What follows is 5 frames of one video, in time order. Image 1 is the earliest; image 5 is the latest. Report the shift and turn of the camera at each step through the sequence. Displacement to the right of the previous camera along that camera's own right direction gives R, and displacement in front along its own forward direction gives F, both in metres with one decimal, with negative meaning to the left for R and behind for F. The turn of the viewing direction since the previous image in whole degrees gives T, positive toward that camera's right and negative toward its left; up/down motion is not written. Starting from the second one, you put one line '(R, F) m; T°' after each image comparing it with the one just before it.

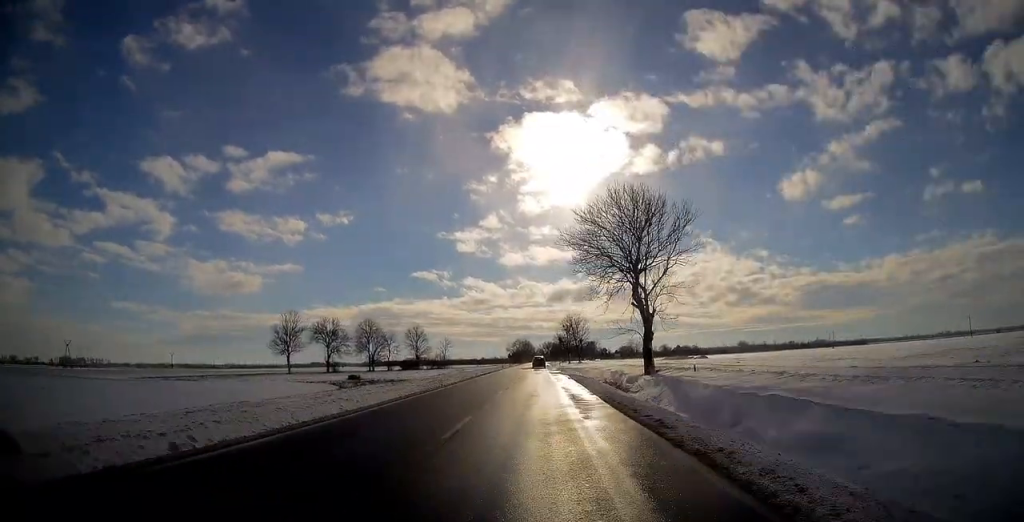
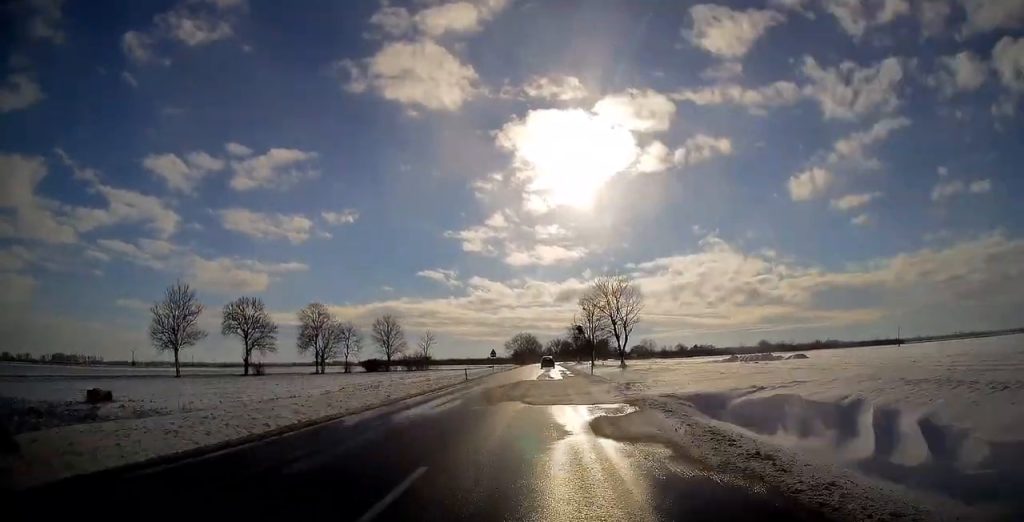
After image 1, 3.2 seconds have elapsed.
(-0.1, +53.8) m; 0°
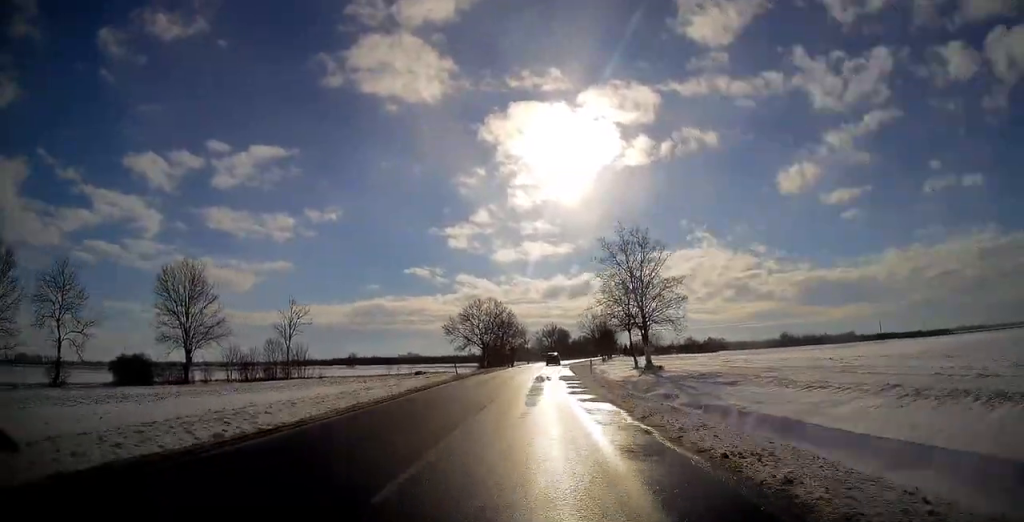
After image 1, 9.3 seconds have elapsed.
(+0.3, +105.3) m; +1°
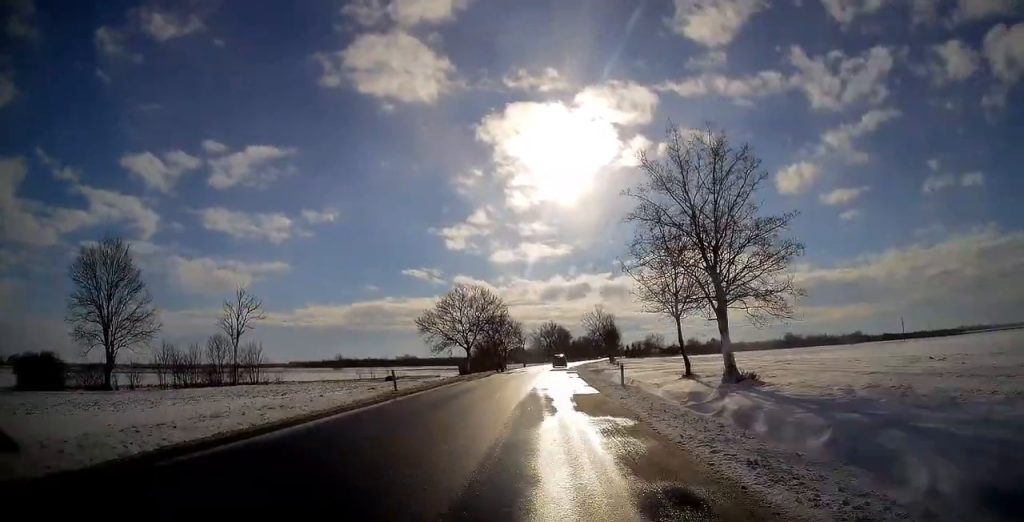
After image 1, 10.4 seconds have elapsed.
(+0.1, +17.6) m; 0°
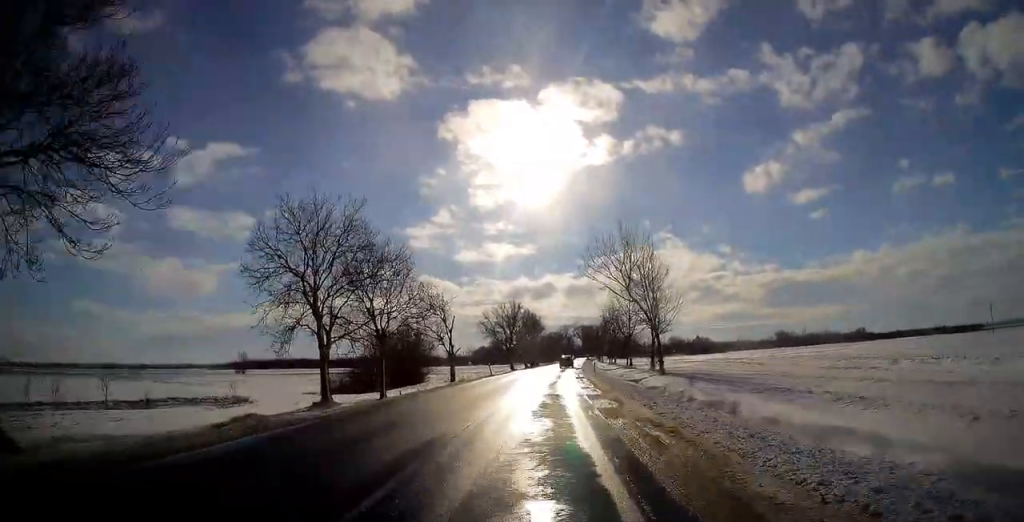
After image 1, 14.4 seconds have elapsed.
(+1.5, +68.5) m; +3°
